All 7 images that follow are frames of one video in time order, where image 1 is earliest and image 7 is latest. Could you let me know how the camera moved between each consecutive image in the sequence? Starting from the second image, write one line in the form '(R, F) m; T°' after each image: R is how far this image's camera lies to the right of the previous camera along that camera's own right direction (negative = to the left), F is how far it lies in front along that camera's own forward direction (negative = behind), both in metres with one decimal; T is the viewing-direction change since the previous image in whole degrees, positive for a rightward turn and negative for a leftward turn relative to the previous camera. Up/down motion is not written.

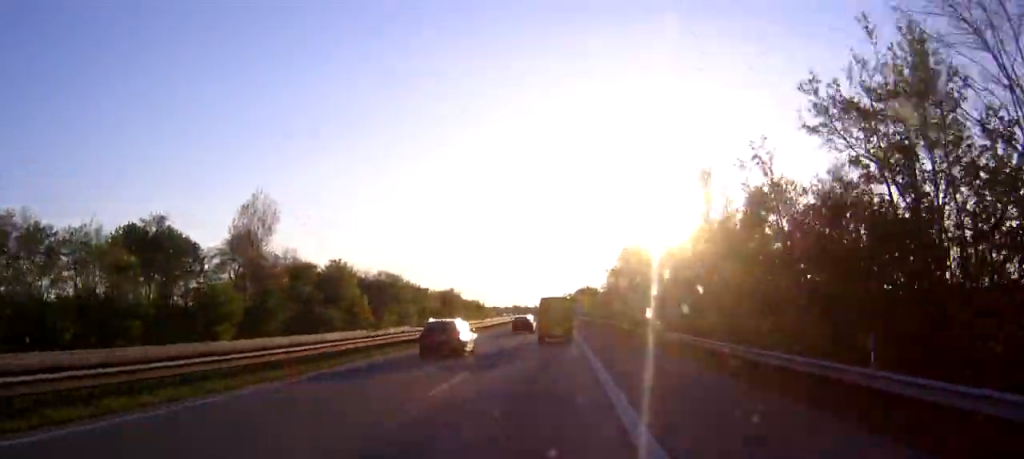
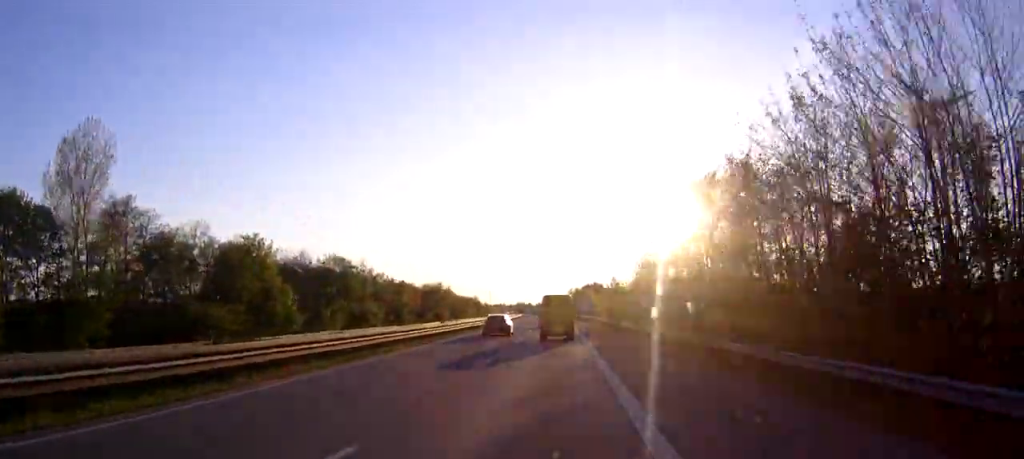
(-0.2, +28.8) m; -1°
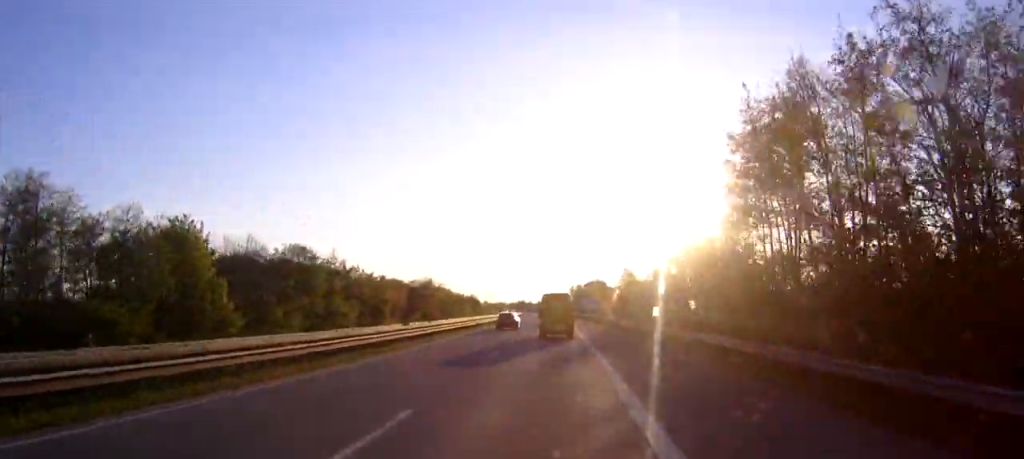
(0.0, +14.3) m; 0°
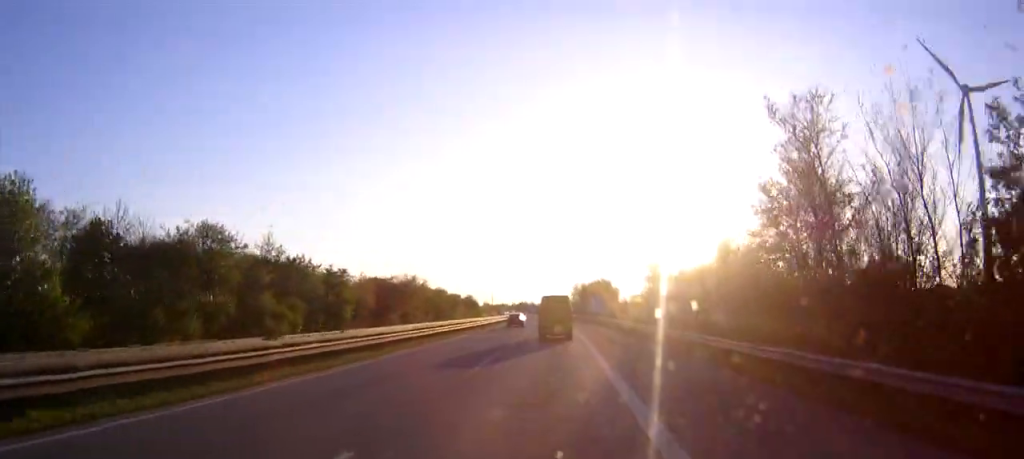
(0.0, +21.7) m; 0°
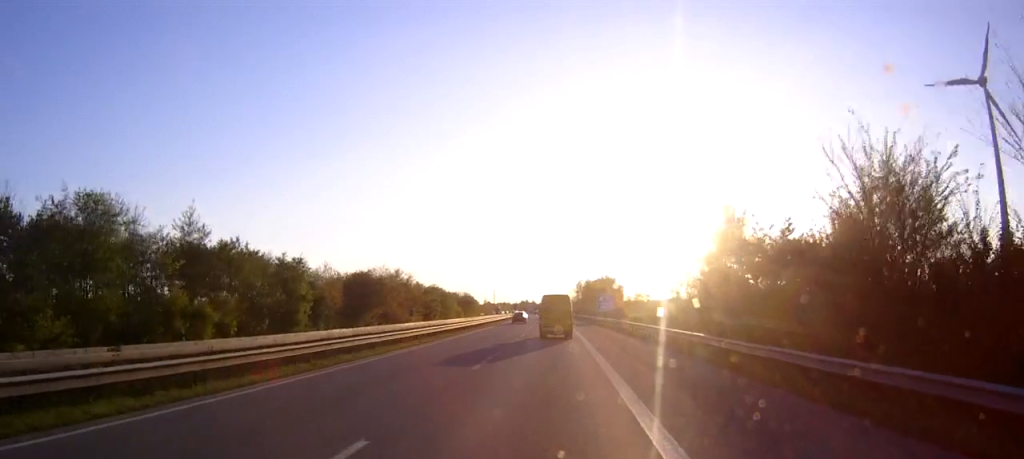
(0.0, +16.8) m; 0°
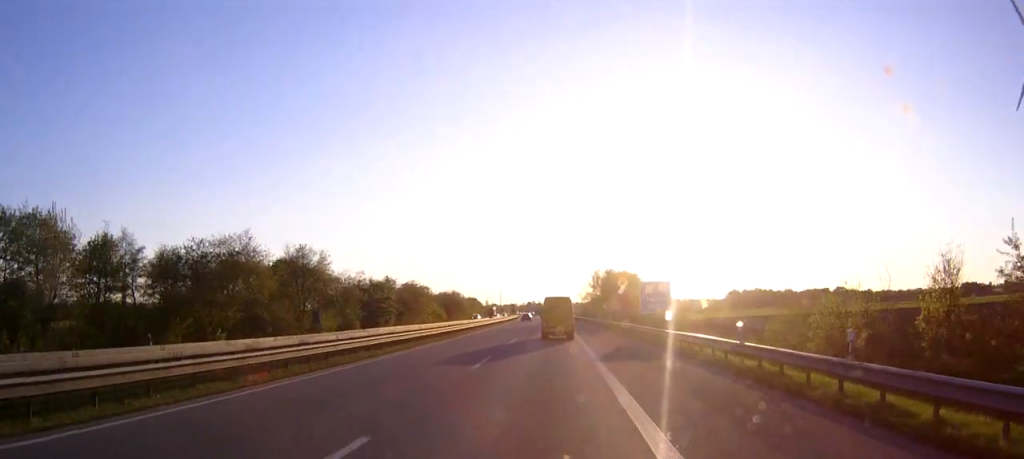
(-0.5, +53.0) m; -1°
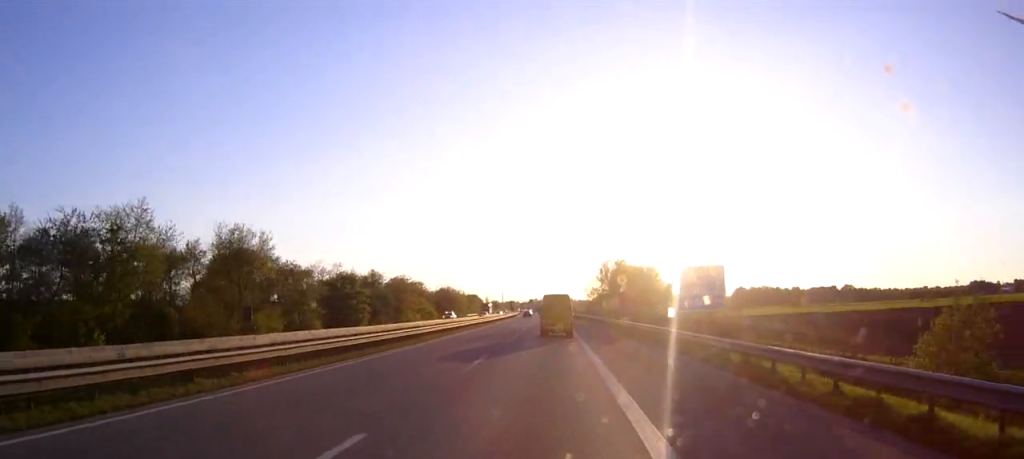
(0.0, +17.7) m; 0°
